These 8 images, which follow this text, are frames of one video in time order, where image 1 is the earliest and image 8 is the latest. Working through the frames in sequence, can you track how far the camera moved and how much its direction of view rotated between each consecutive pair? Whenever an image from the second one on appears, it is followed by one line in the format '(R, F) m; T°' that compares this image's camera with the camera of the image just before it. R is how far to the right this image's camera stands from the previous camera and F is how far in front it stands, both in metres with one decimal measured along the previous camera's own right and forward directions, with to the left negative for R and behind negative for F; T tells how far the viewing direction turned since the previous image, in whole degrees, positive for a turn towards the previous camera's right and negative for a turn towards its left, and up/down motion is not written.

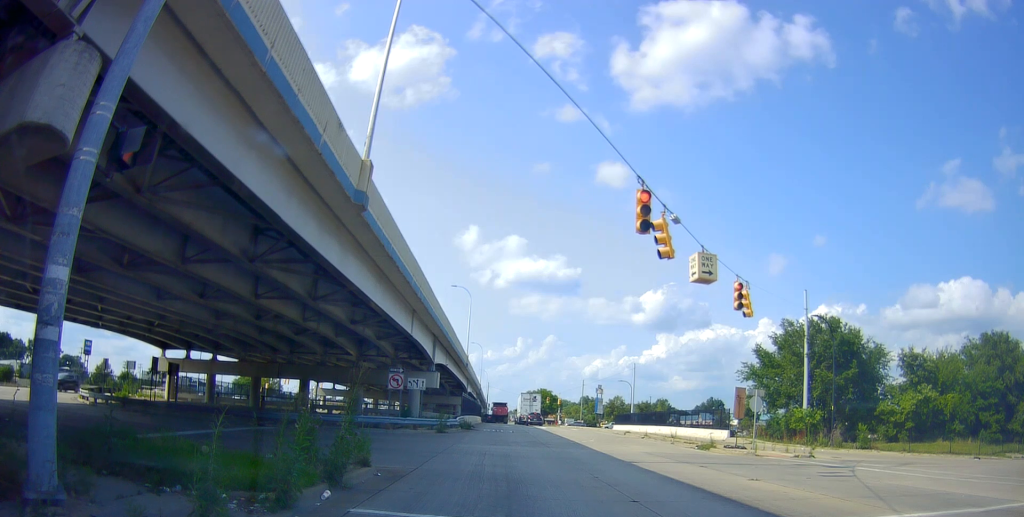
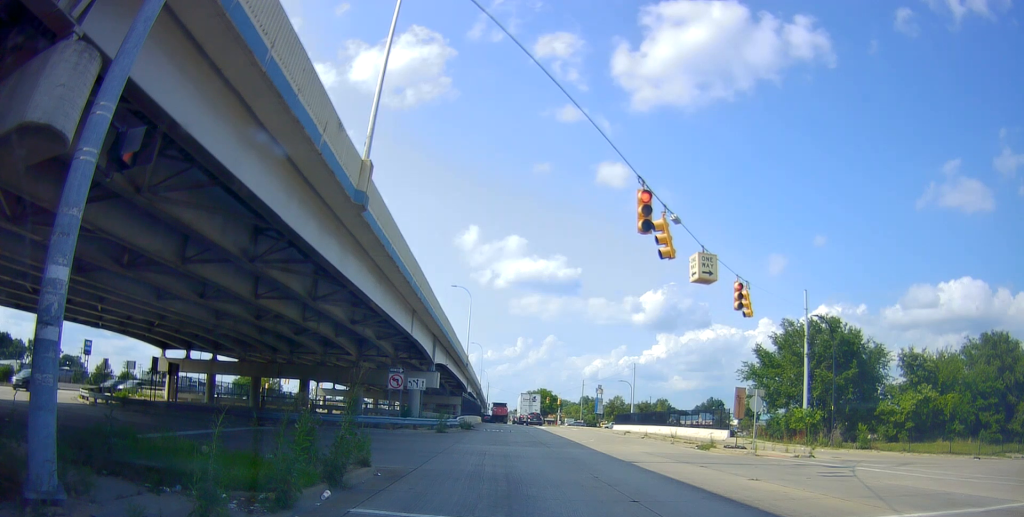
(0.0, 0.0) m; 0°
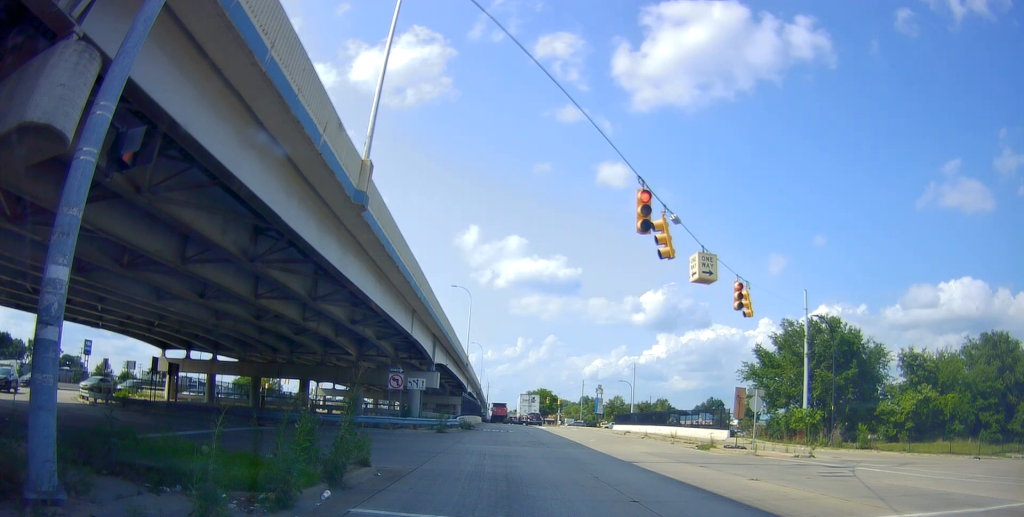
(0.0, 0.0) m; 0°
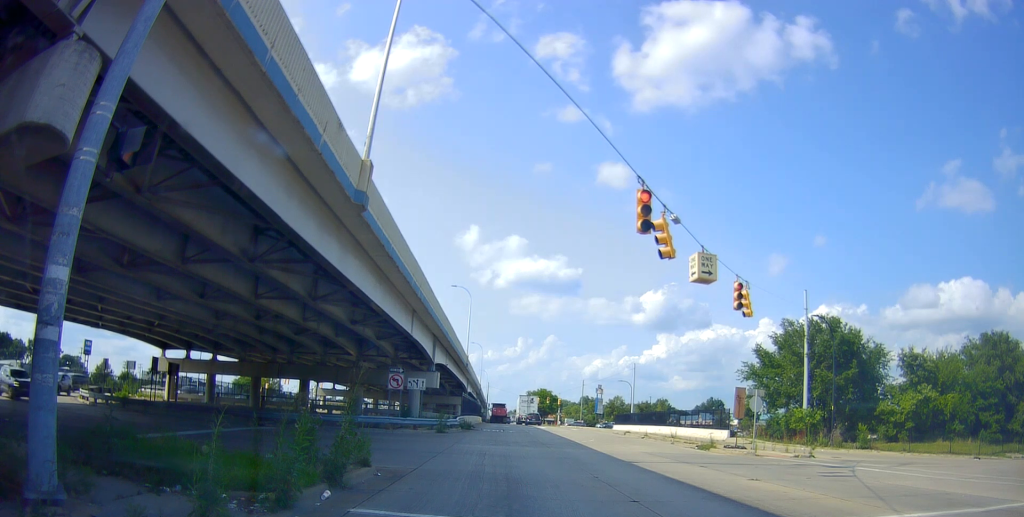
(0.0, 0.0) m; 0°
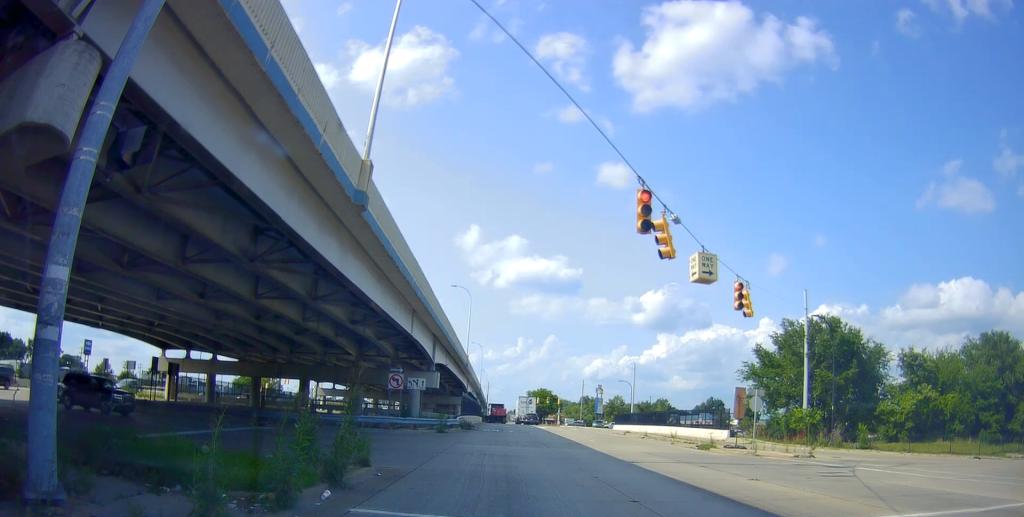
(0.0, 0.0) m; 0°
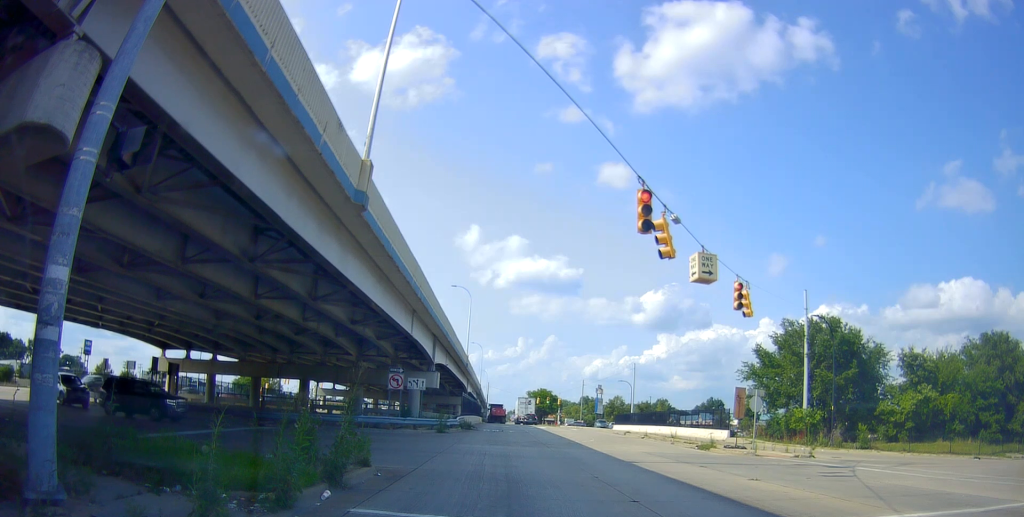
(0.0, 0.0) m; 0°
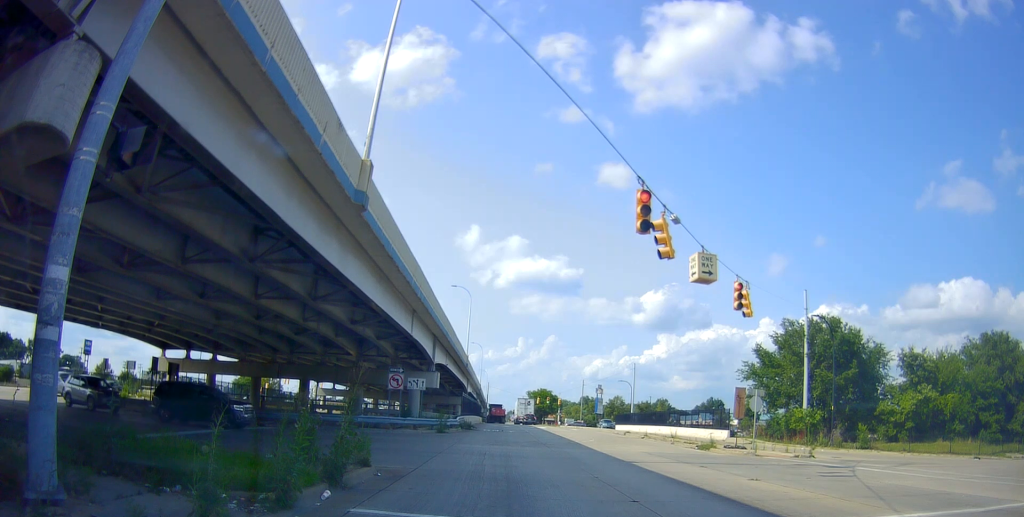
(0.0, 0.0) m; 0°
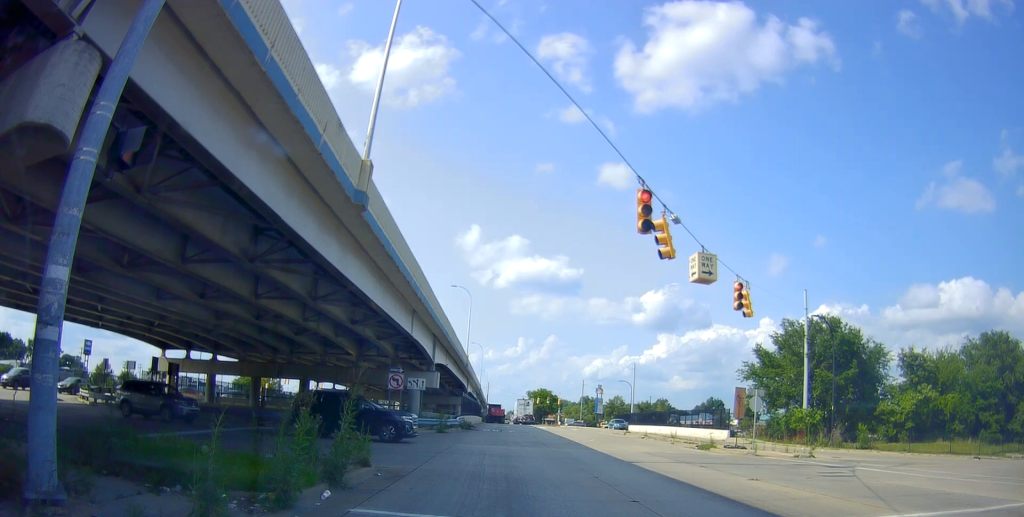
(0.0, 0.0) m; 0°
